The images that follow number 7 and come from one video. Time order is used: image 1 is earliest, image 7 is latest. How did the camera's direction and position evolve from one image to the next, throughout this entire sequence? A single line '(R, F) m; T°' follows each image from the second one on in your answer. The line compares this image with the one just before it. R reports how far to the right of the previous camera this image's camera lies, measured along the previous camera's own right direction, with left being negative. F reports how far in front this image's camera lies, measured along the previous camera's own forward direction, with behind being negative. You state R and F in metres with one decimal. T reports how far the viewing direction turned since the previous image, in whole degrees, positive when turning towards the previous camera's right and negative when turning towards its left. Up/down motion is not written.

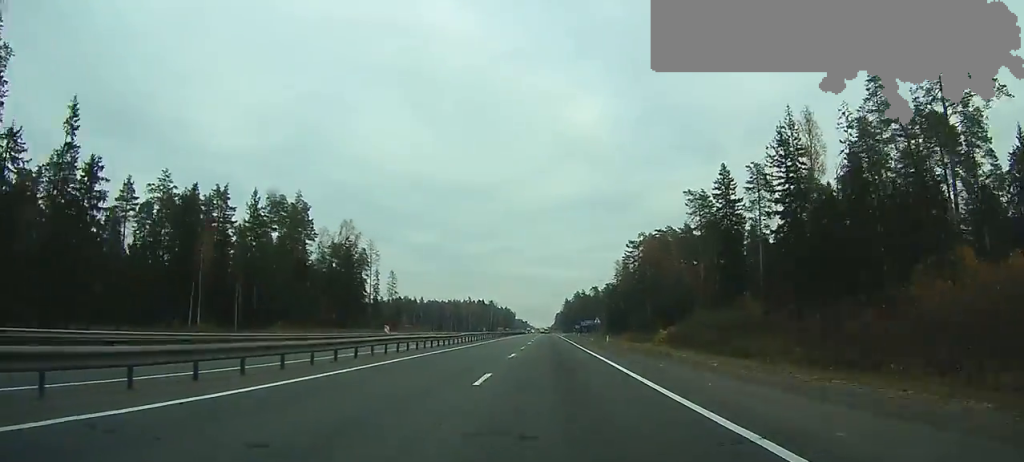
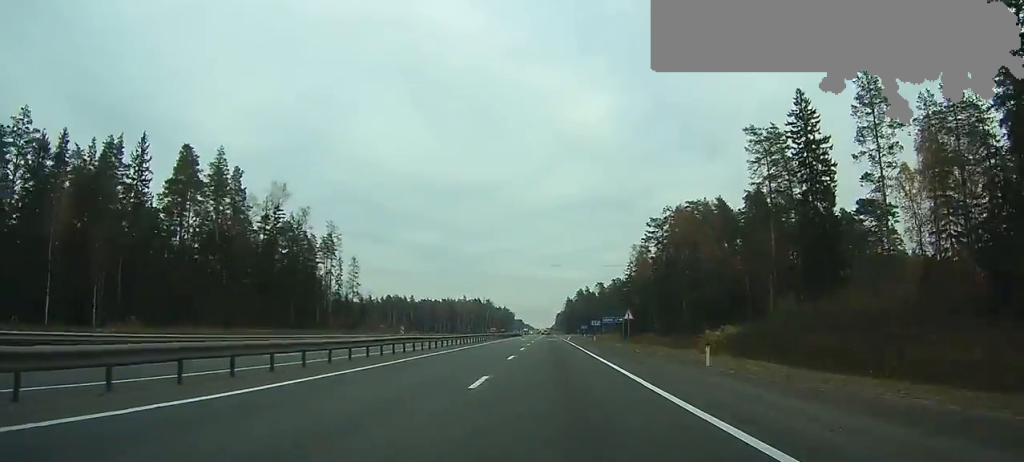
(0.0, +38.2) m; 0°
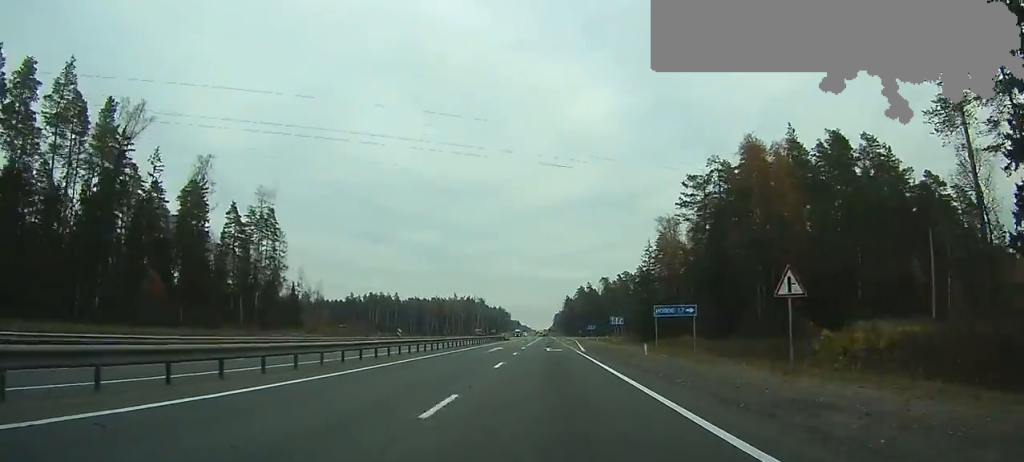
(0.0, +41.3) m; 0°
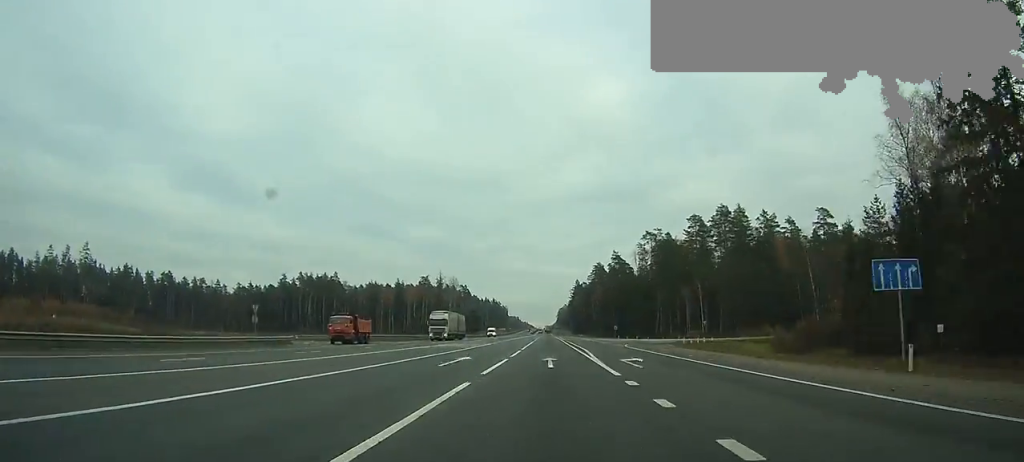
(0.0, +122.6) m; 0°
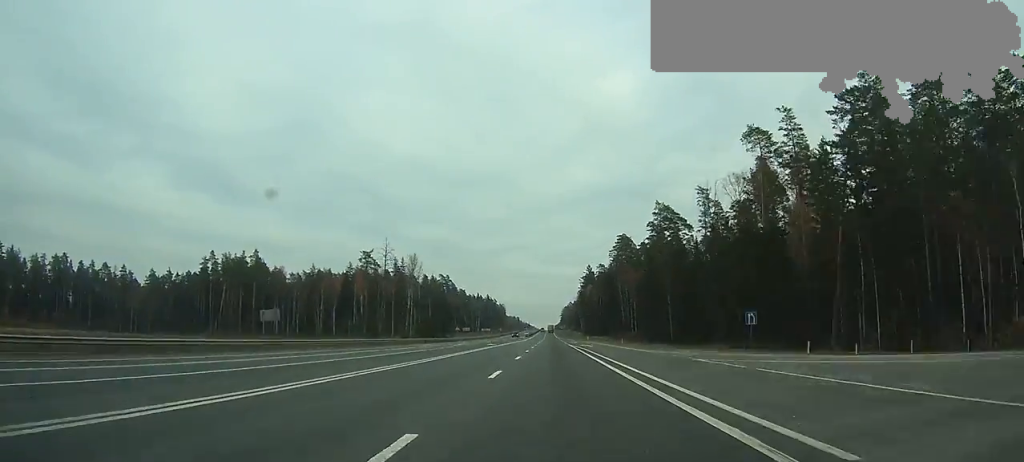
(-0.1, +80.2) m; 0°
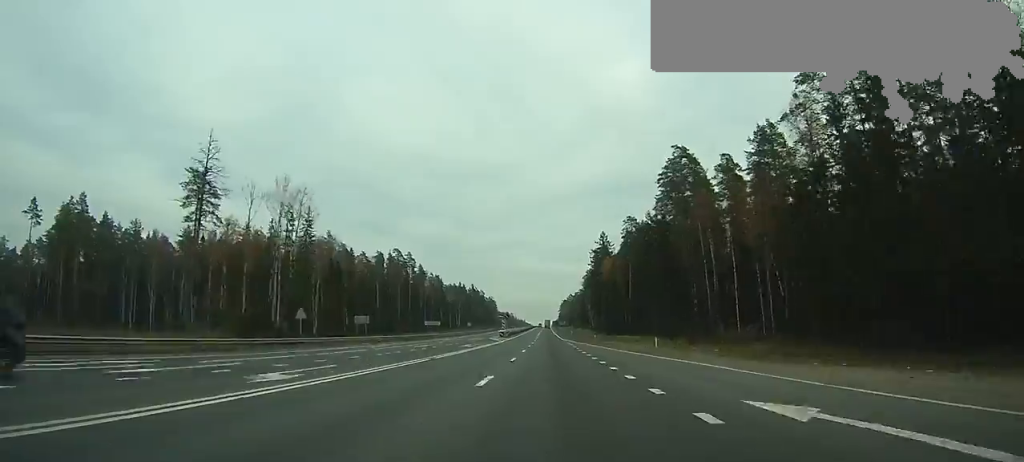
(+0.2, +79.8) m; 0°
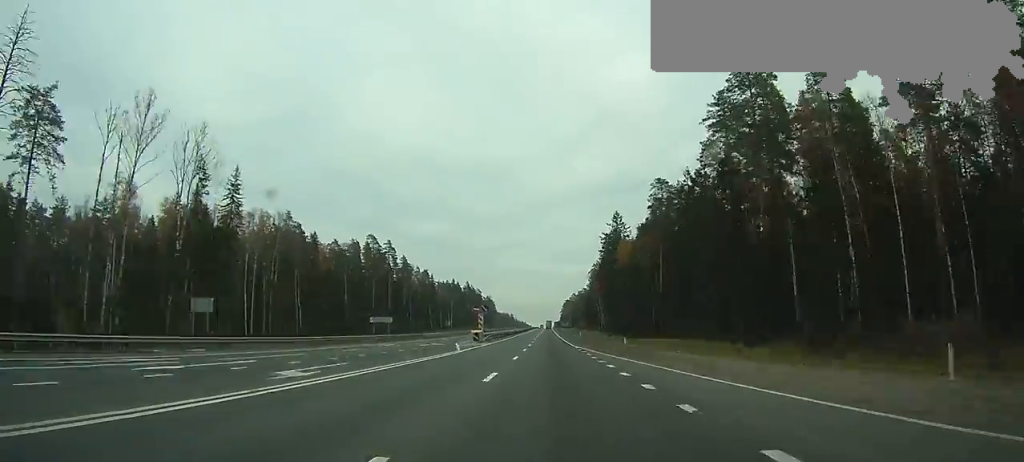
(0.0, +32.6) m; 0°
